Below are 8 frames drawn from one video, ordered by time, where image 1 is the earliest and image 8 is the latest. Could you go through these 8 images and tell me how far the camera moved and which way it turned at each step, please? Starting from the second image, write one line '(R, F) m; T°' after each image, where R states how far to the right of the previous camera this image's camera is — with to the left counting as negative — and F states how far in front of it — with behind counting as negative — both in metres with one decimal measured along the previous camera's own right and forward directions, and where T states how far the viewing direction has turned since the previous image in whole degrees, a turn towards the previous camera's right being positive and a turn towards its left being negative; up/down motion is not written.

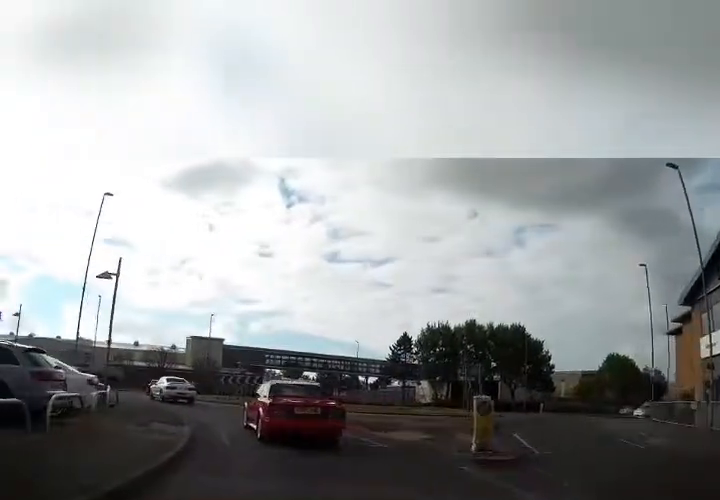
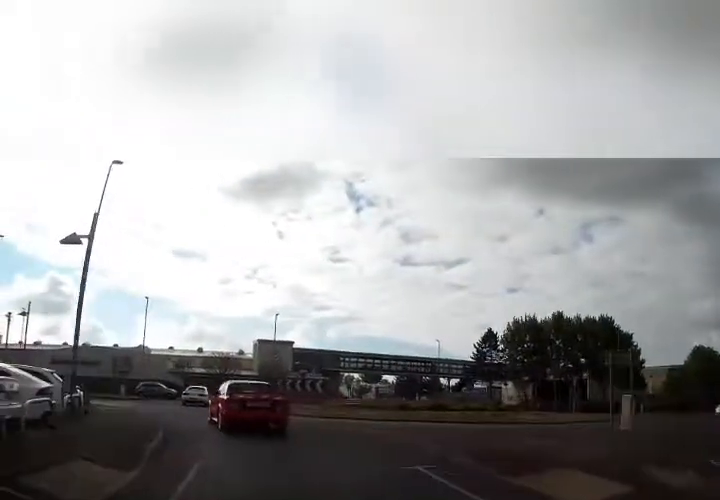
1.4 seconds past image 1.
(-0.6, +6.6) m; -13°
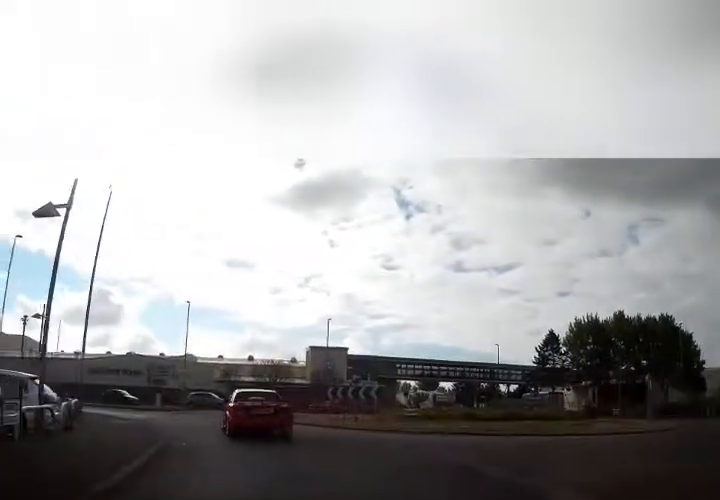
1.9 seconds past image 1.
(-0.3, +3.7) m; -5°
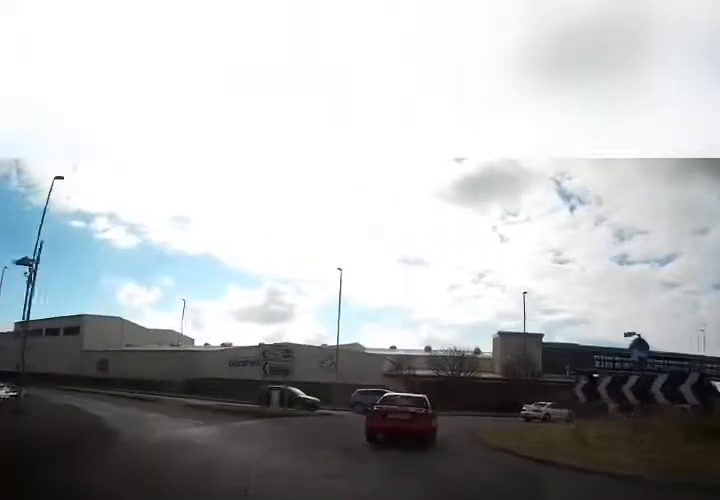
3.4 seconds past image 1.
(-1.1, +11.4) m; -14°
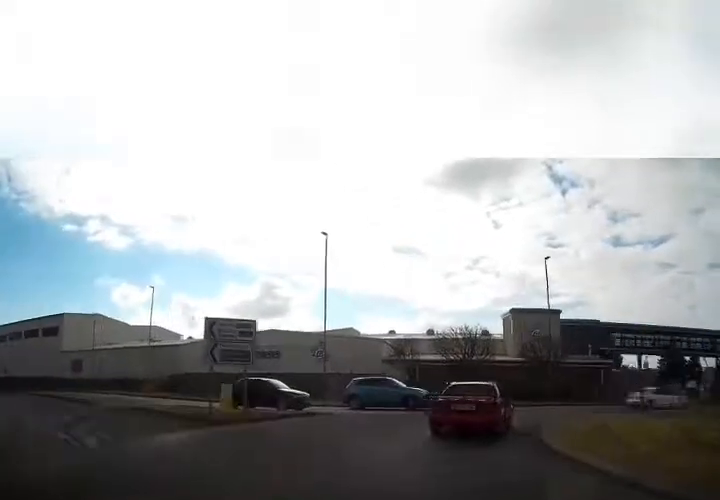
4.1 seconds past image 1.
(-0.6, +6.3) m; -3°
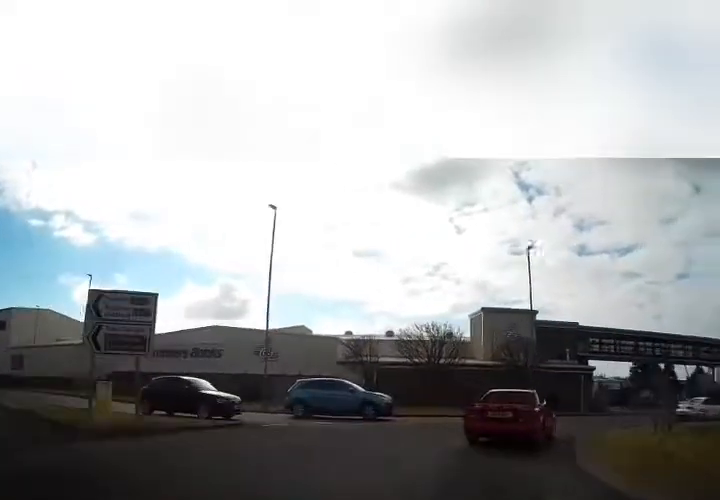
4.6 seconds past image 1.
(-0.1, +4.4) m; +2°
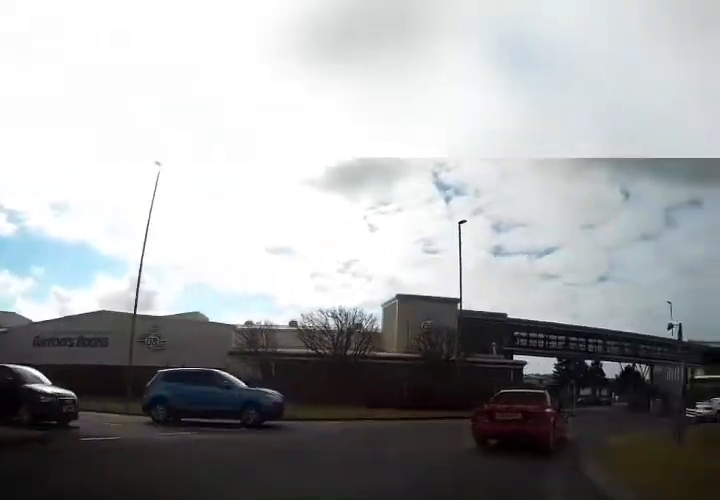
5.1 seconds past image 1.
(-0.1, +4.6) m; +8°
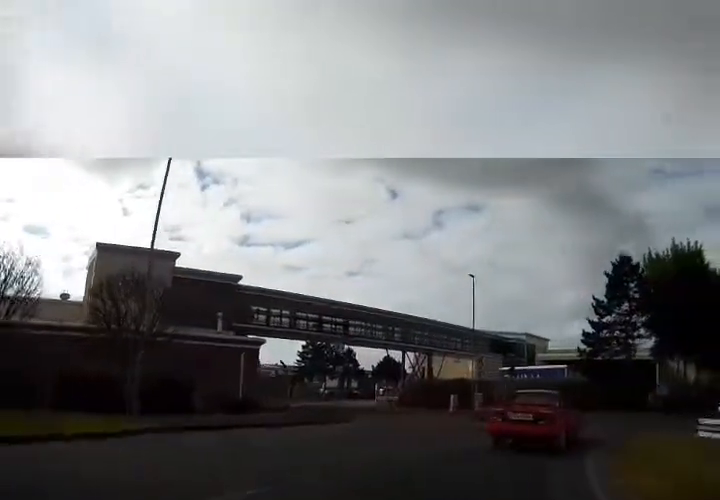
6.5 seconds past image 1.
(+2.7, +10.4) m; +32°
